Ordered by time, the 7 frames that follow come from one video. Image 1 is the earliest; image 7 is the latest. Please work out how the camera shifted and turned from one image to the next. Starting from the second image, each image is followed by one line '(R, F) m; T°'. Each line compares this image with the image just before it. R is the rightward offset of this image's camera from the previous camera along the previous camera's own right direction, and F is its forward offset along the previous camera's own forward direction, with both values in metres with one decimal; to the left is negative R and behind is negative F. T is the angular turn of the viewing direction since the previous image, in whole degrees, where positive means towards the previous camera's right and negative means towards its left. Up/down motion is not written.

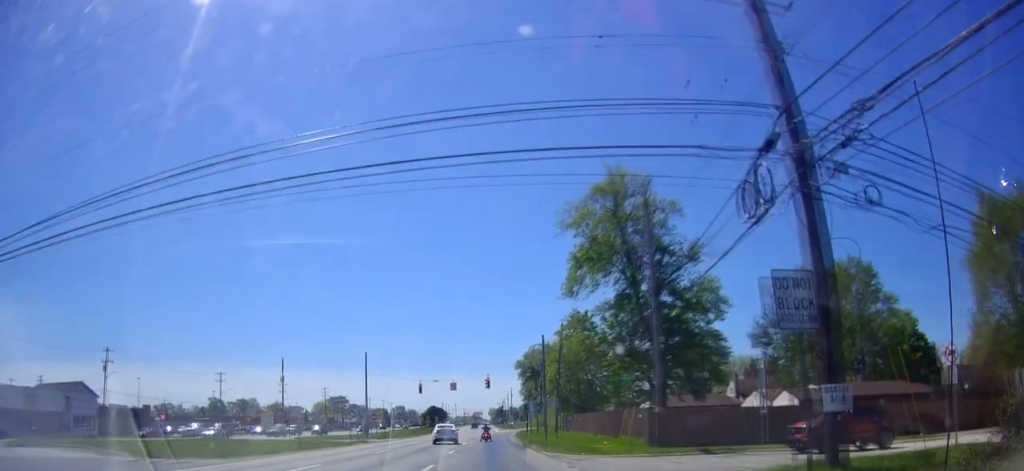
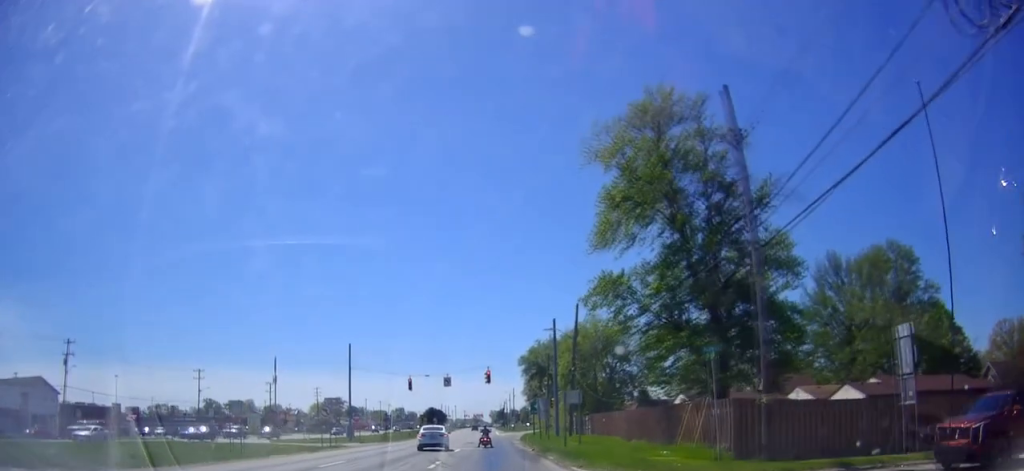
(+0.4, +9.5) m; +2°
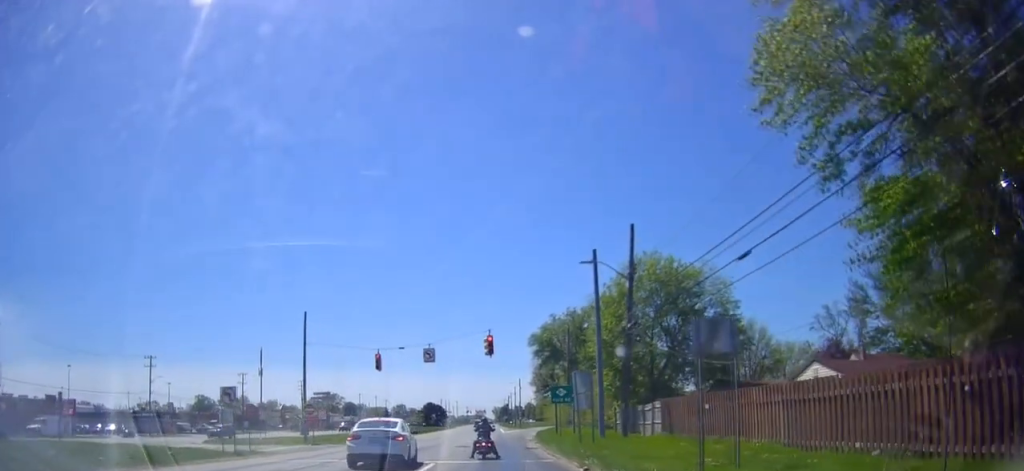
(-0.1, +19.5) m; -3°
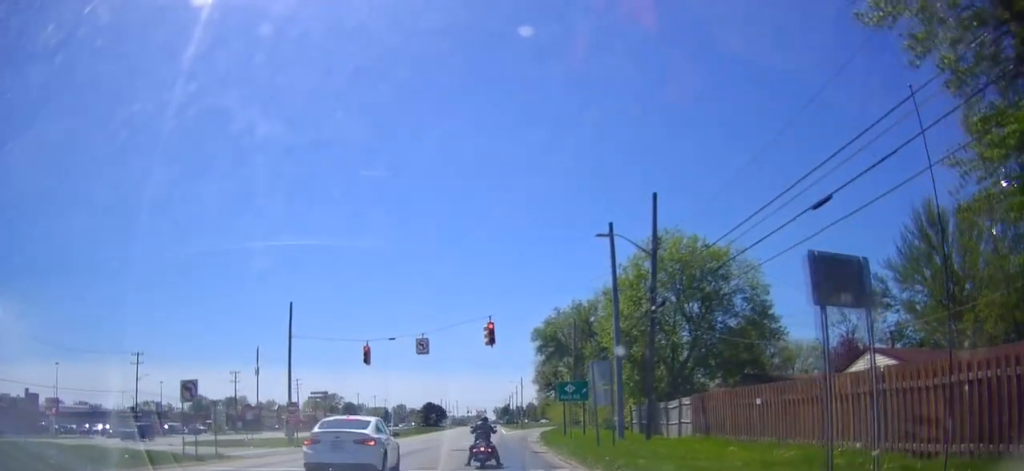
(-0.3, +5.7) m; -1°
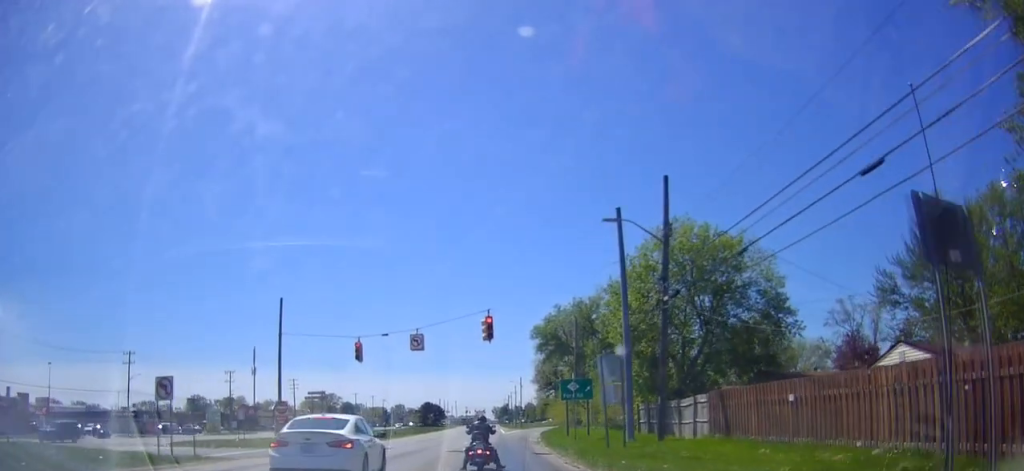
(+0.2, +3.1) m; +3°
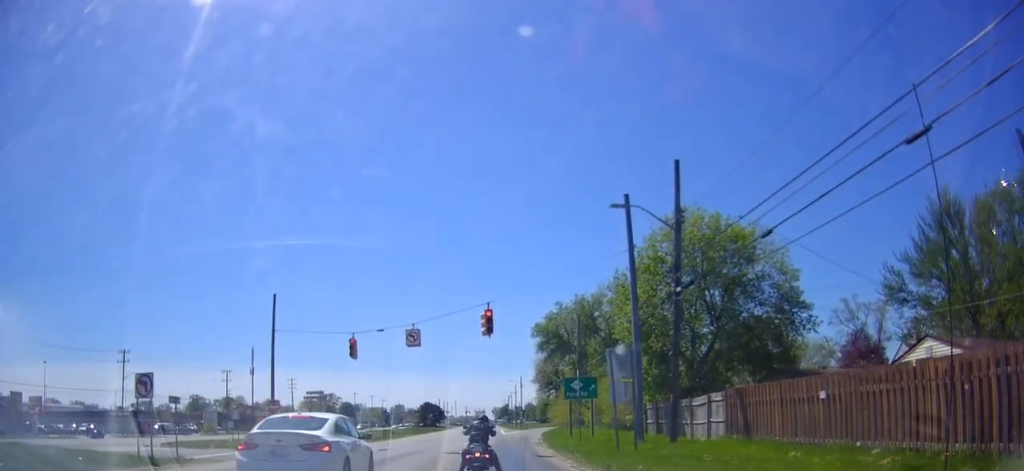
(0.0, +3.0) m; +3°
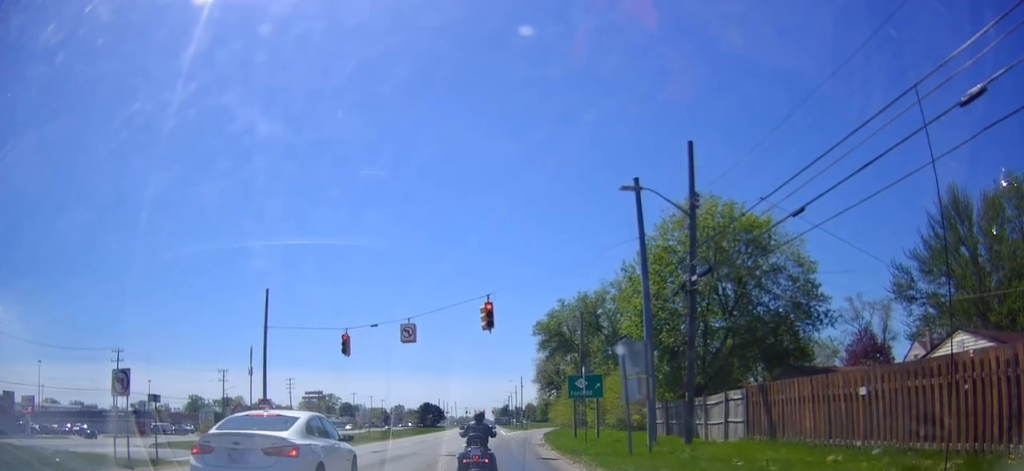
(+0.2, +3.1) m; 0°
